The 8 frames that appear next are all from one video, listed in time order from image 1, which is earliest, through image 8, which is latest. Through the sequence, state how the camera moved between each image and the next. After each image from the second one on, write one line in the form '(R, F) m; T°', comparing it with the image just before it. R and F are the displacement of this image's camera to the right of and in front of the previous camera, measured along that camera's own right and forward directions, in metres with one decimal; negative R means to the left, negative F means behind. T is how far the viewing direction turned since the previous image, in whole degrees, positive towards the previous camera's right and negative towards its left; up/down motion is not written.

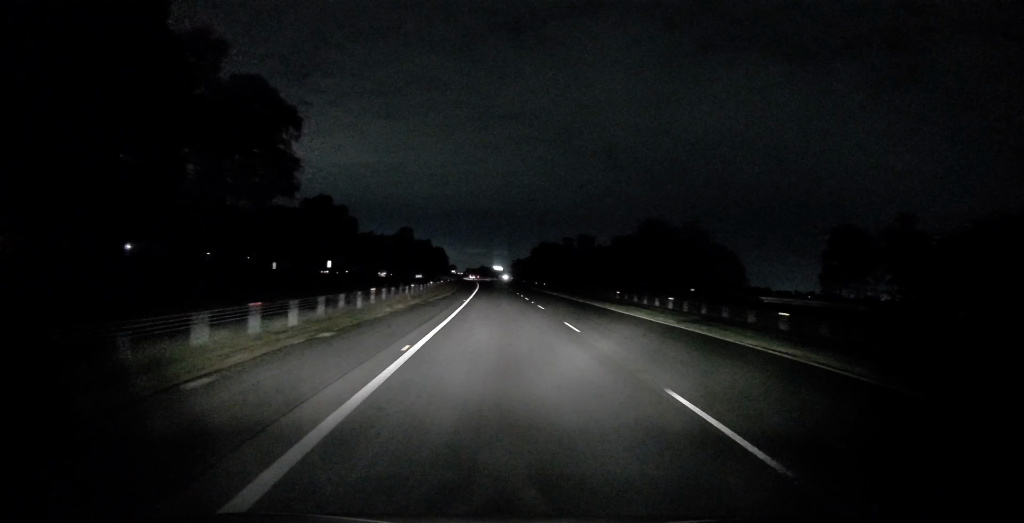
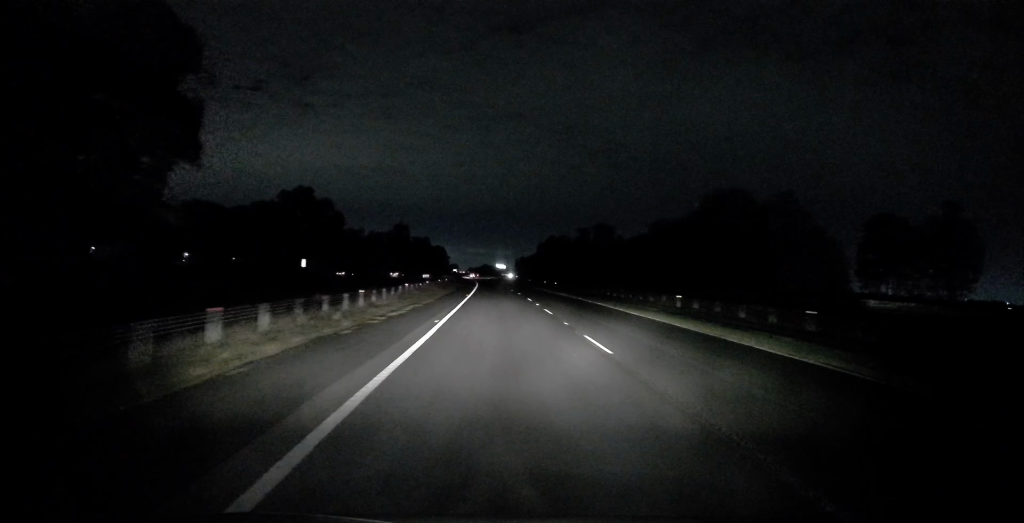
(-0.1, +17.0) m; +1°
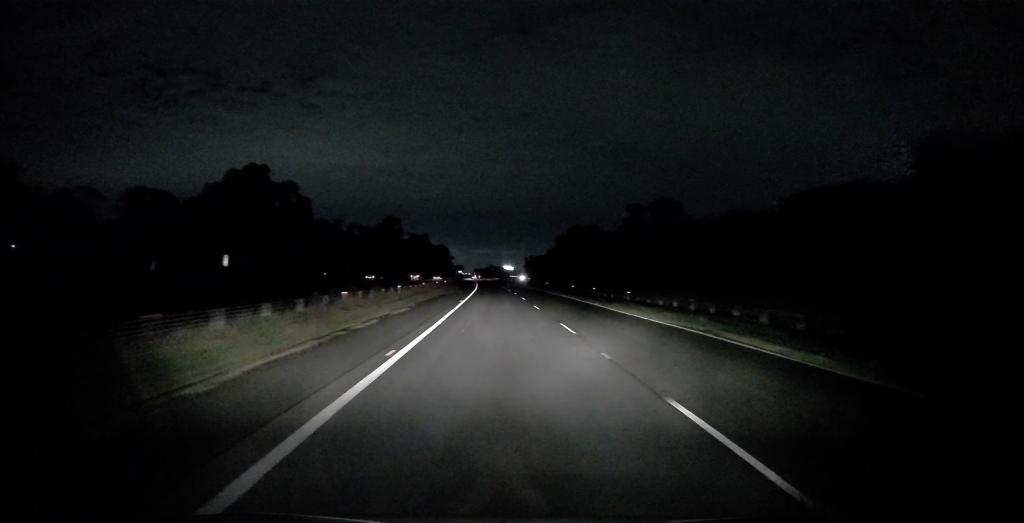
(+0.5, +32.4) m; +2°
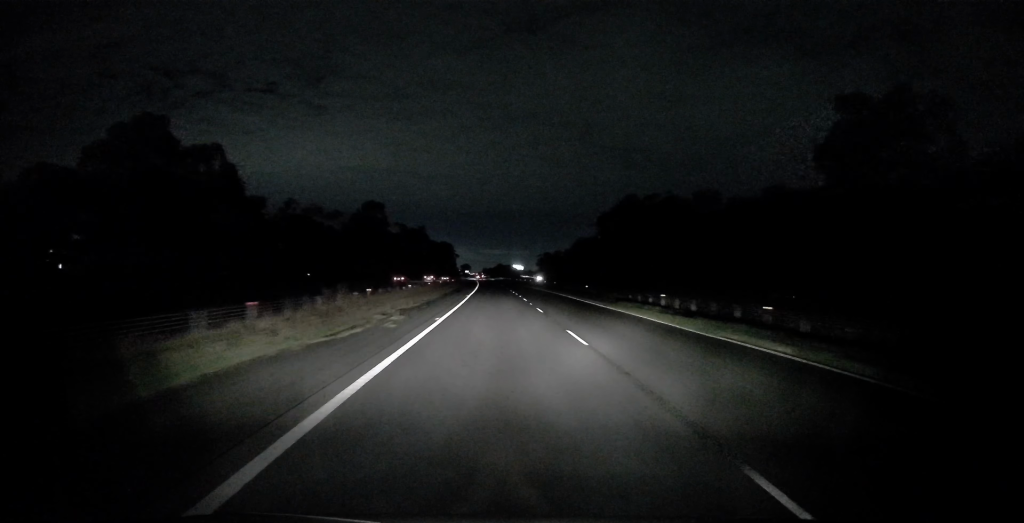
(+1.2, +39.1) m; +3°
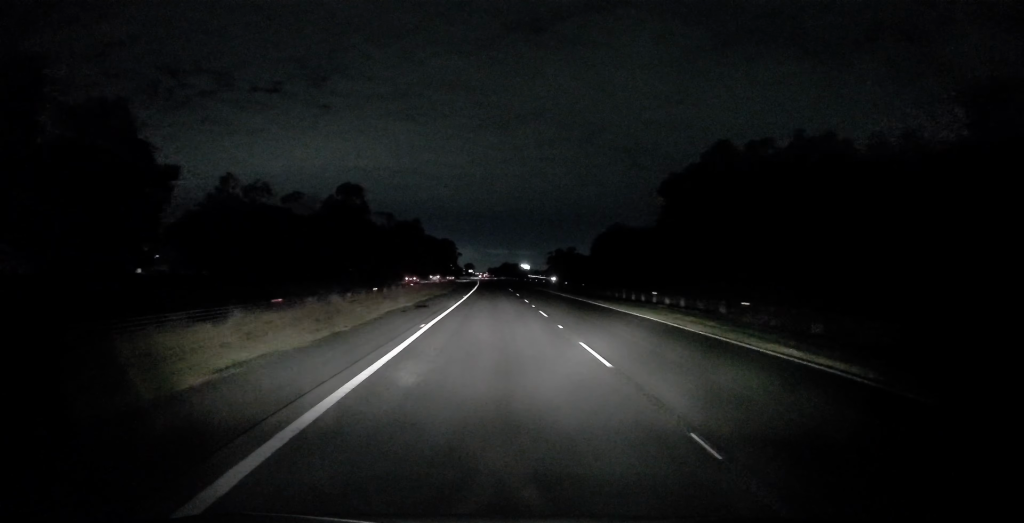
(+0.3, +27.2) m; -2°
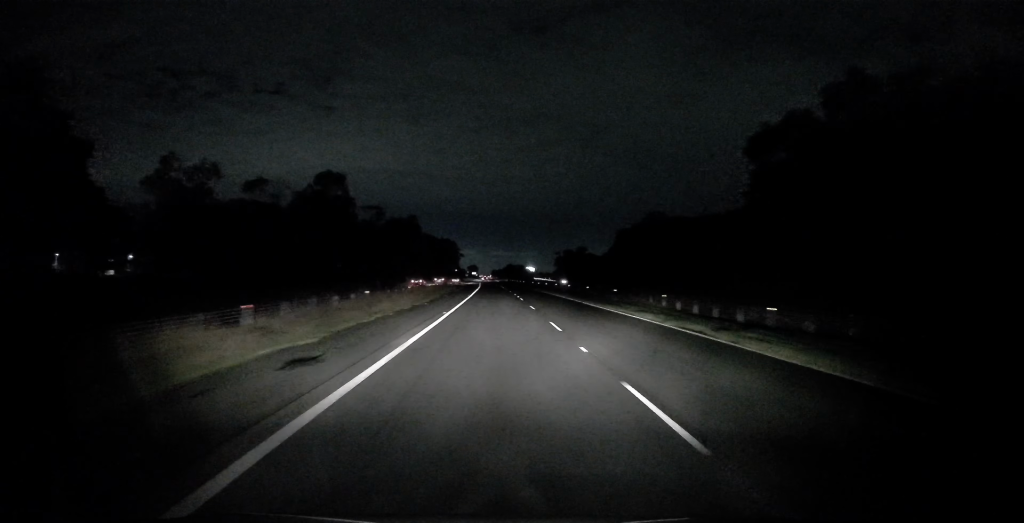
(-0.8, +16.6) m; -1°
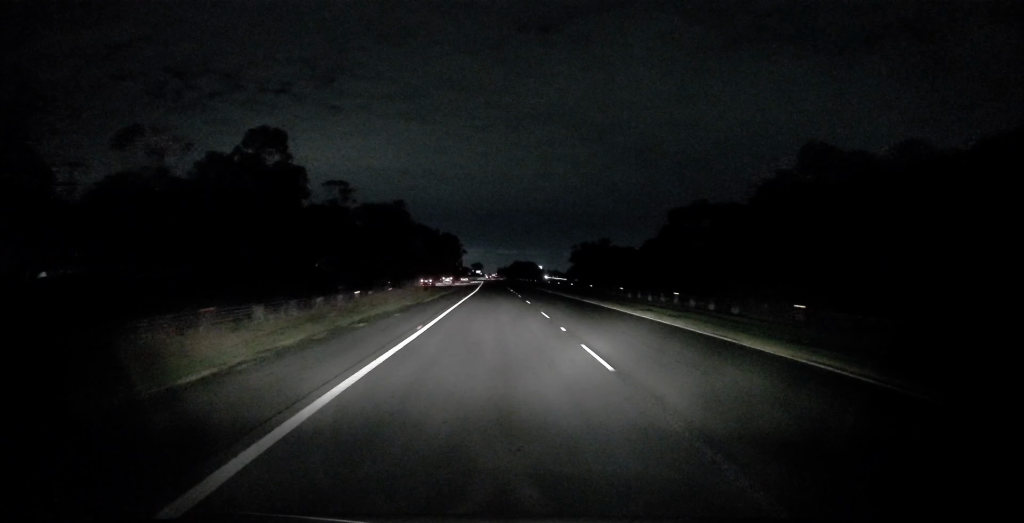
(+0.1, +31.7) m; 0°
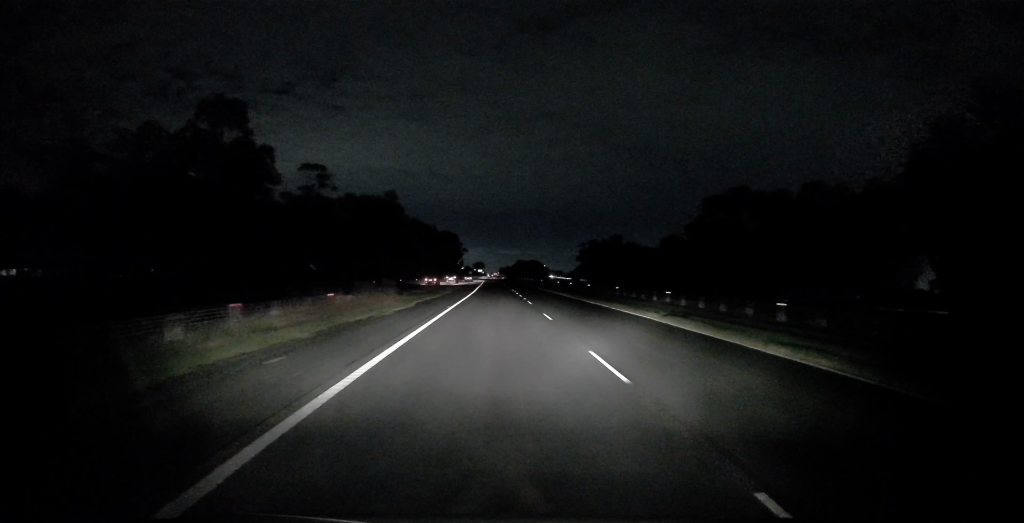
(-0.1, +13.3) m; 0°
